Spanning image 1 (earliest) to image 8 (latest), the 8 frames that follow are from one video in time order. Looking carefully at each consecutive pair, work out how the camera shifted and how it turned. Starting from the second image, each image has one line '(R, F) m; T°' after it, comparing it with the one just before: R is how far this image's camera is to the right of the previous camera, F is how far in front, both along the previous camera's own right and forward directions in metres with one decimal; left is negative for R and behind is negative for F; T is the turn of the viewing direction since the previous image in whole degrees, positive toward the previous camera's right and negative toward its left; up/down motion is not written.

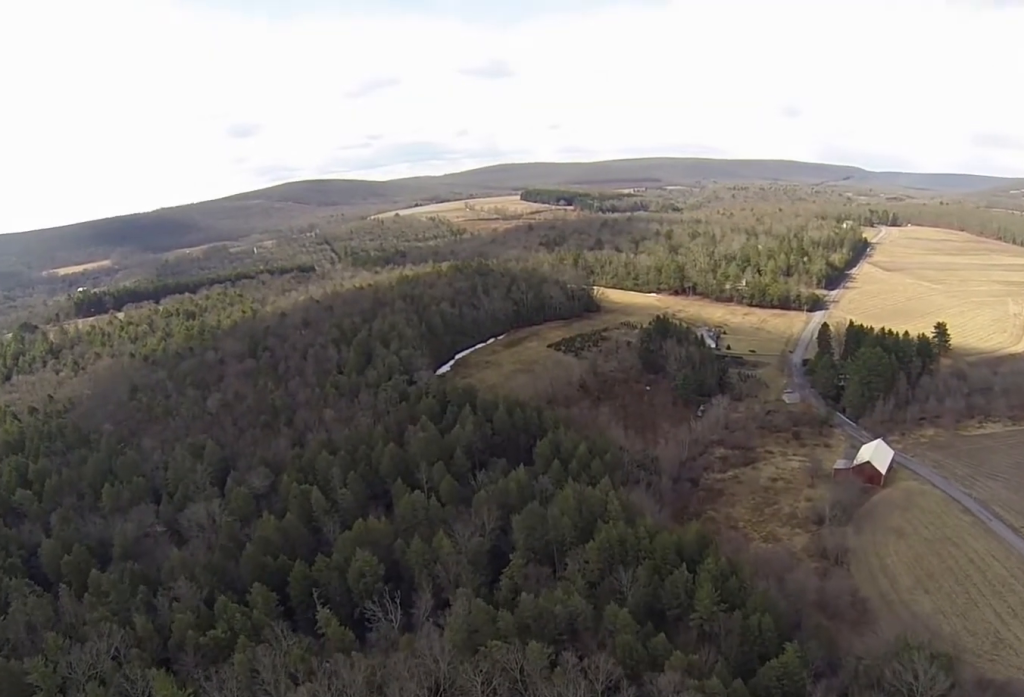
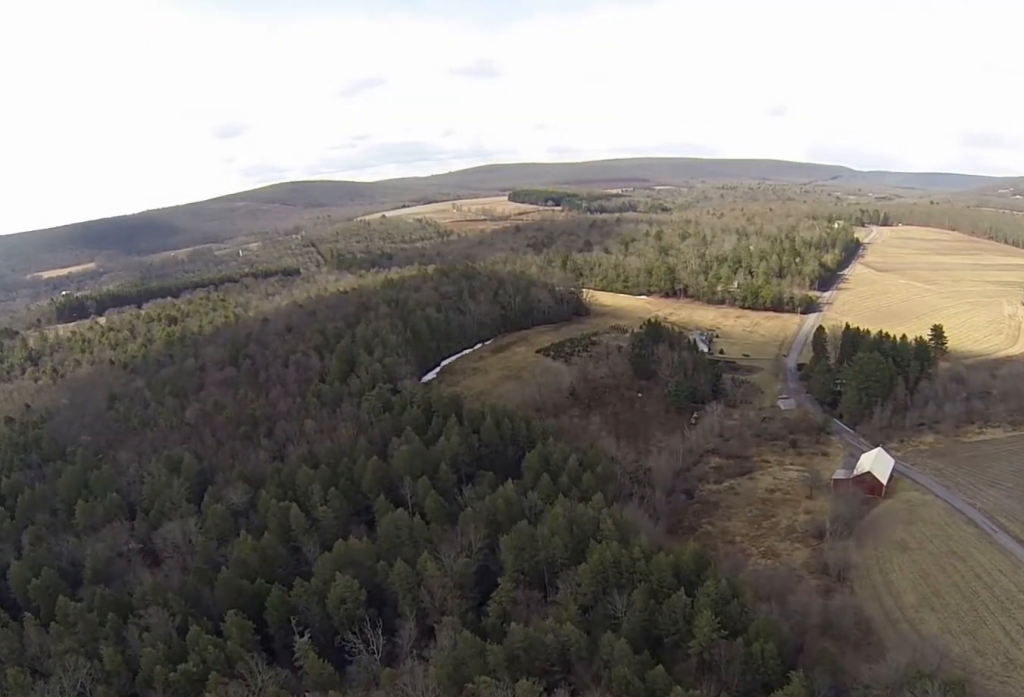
(-0.1, +10.3) m; 0°
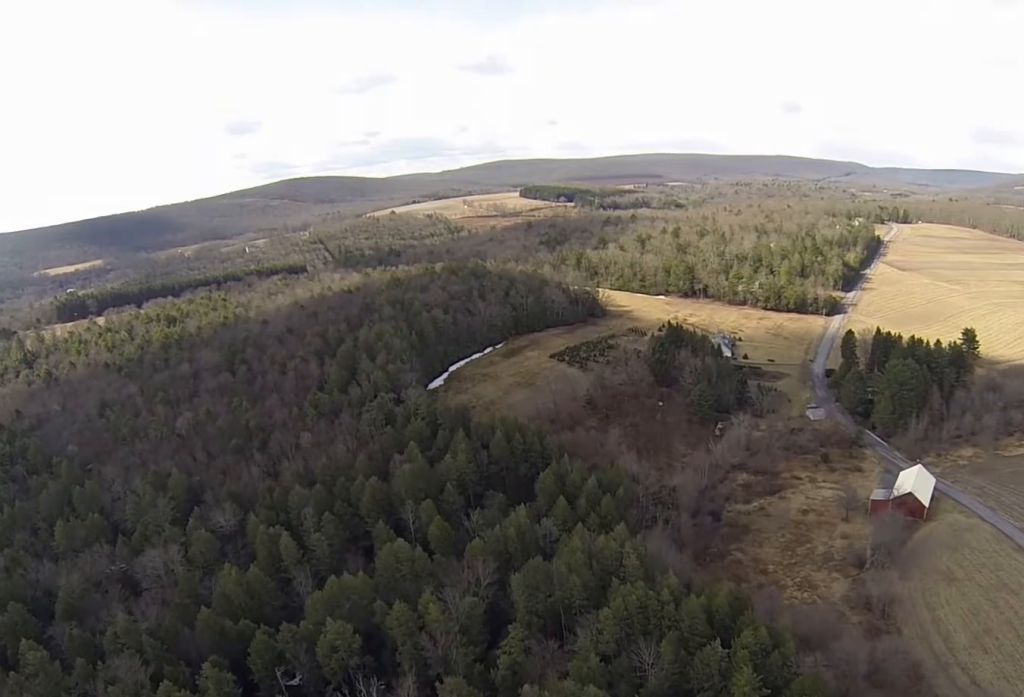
(0.0, +18.2) m; 0°
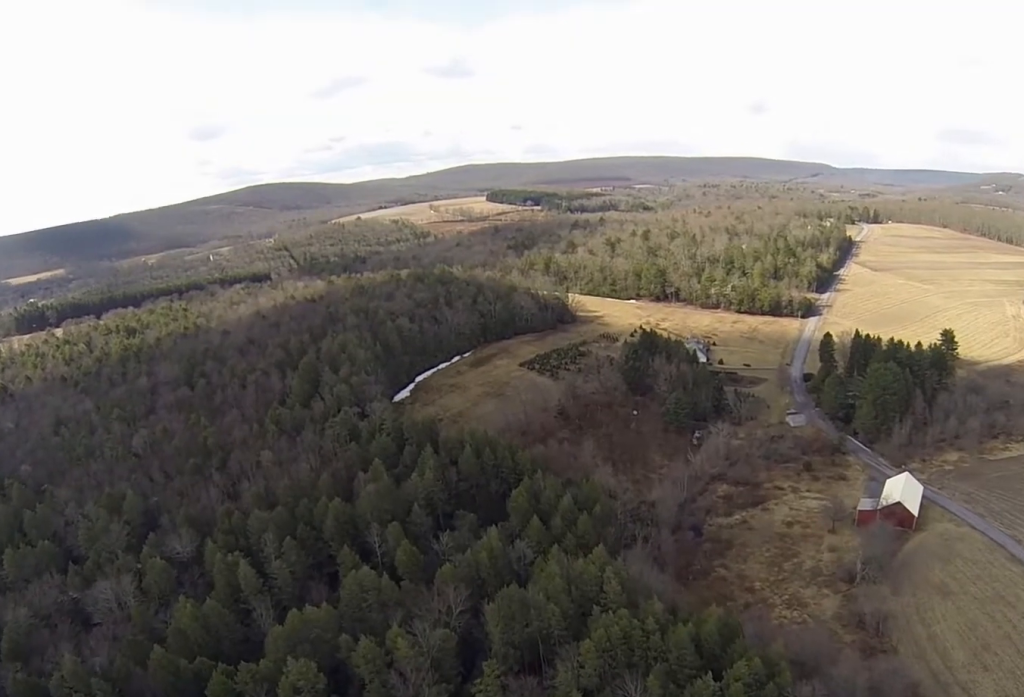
(0.0, +9.0) m; 0°
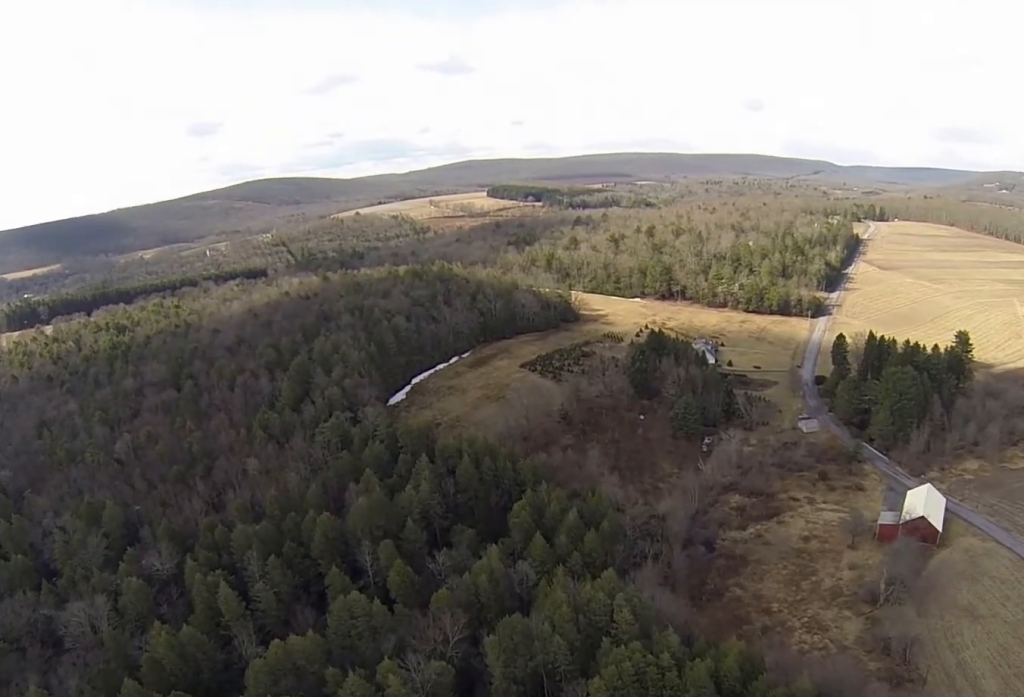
(+0.1, +10.5) m; +1°
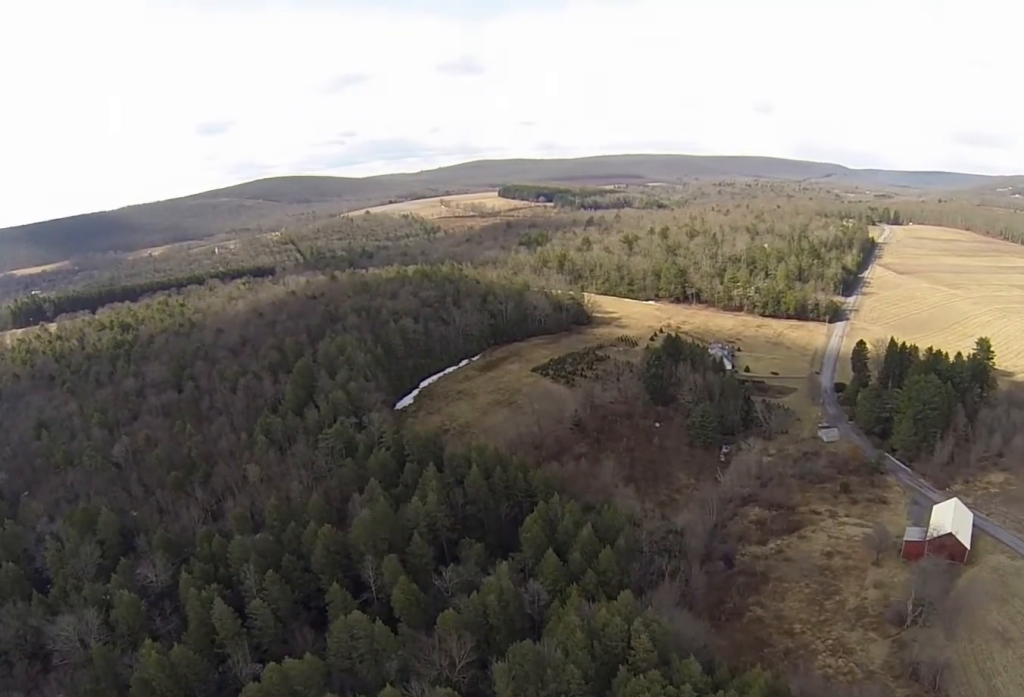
(+0.1, +8.9) m; +1°
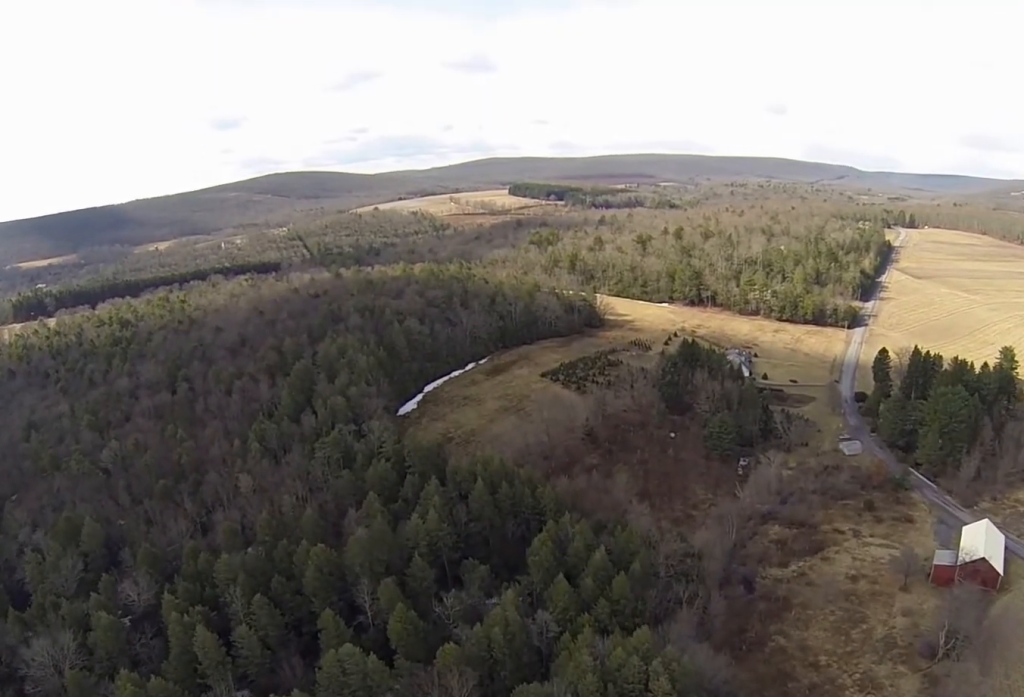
(0.0, +12.7) m; 0°
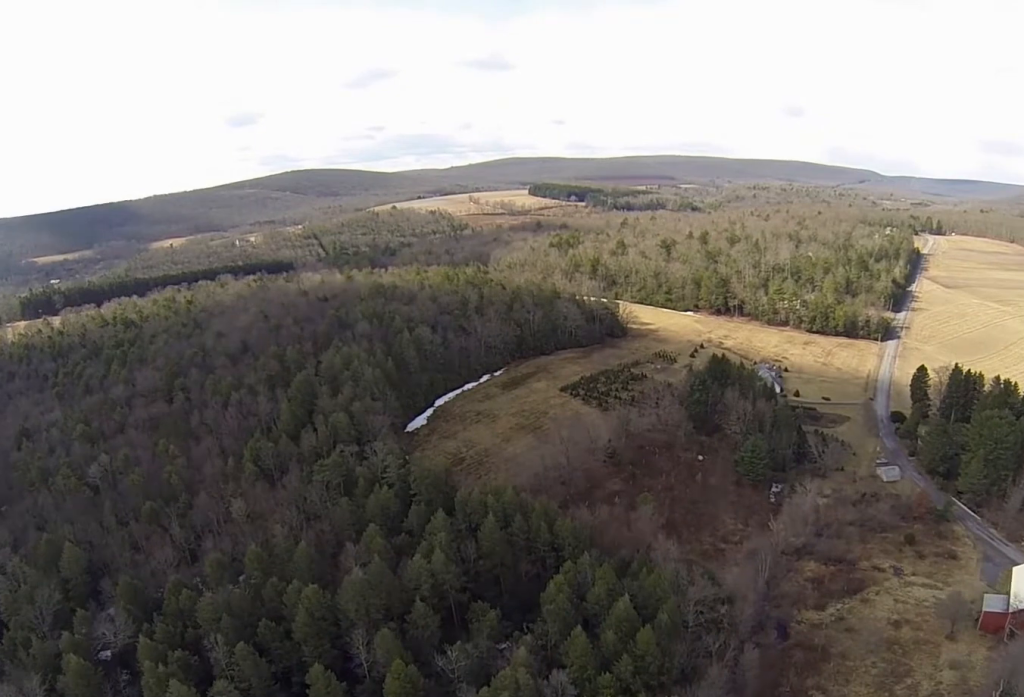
(-0.1, +17.3) m; 0°
